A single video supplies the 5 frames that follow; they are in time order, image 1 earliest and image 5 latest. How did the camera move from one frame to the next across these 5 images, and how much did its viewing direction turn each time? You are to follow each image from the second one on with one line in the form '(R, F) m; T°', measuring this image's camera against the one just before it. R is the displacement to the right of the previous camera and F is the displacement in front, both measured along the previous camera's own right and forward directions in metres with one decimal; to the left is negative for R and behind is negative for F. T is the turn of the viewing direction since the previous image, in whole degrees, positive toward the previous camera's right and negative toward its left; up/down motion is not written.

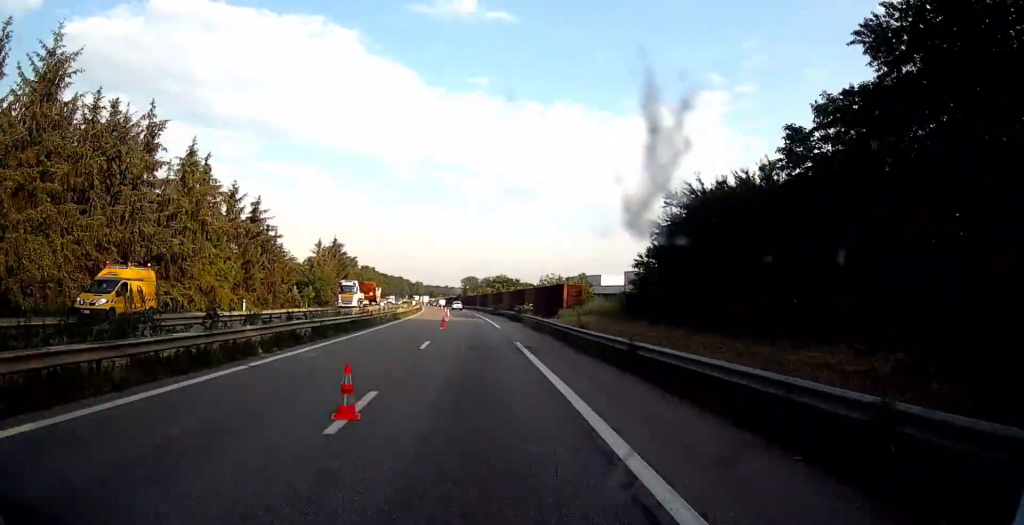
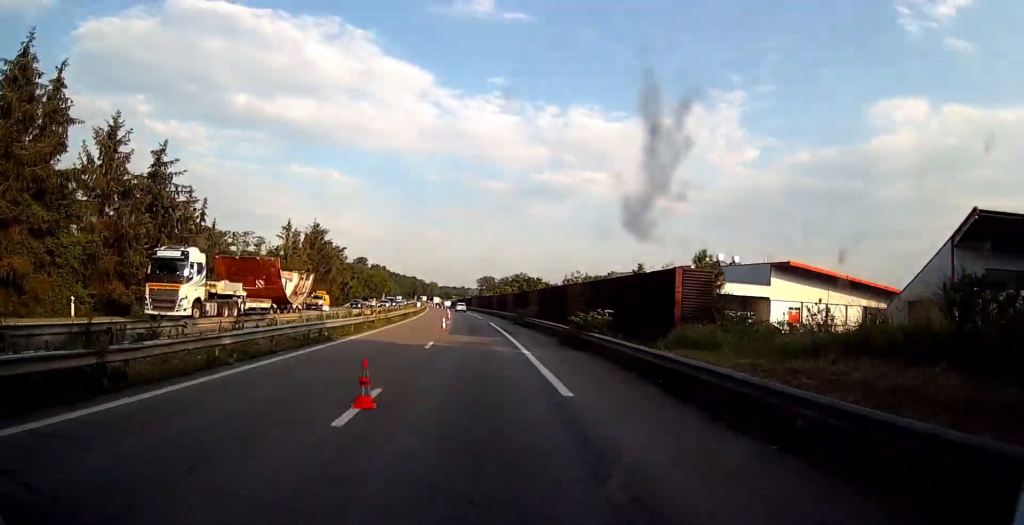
(-0.3, +25.9) m; -1°
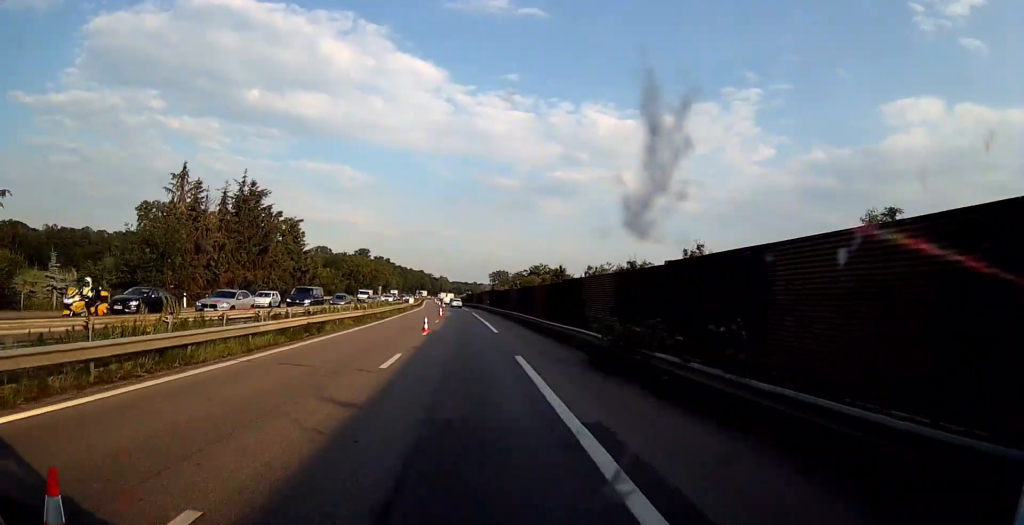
(-0.7, +33.1) m; -2°
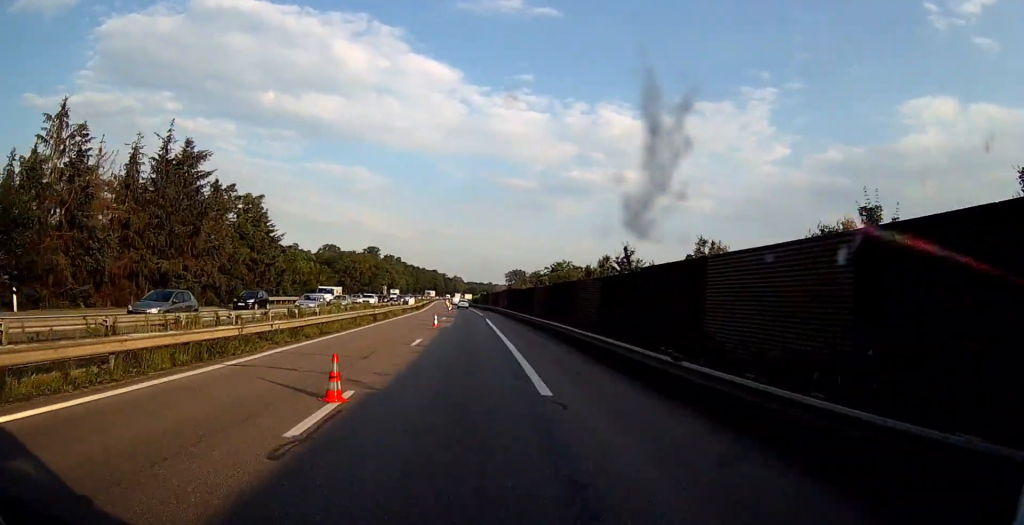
(0.0, +19.3) m; -1°
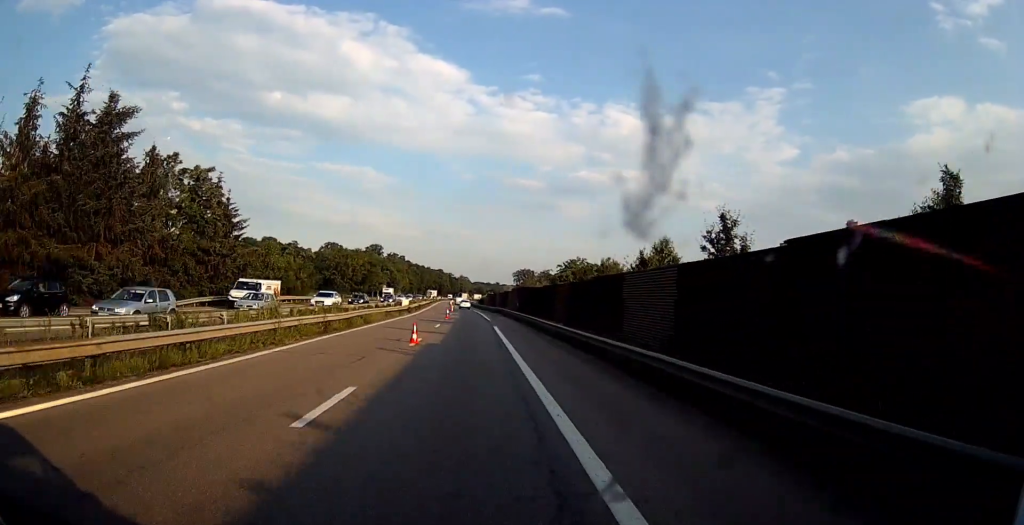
(0.0, +12.8) m; -1°
